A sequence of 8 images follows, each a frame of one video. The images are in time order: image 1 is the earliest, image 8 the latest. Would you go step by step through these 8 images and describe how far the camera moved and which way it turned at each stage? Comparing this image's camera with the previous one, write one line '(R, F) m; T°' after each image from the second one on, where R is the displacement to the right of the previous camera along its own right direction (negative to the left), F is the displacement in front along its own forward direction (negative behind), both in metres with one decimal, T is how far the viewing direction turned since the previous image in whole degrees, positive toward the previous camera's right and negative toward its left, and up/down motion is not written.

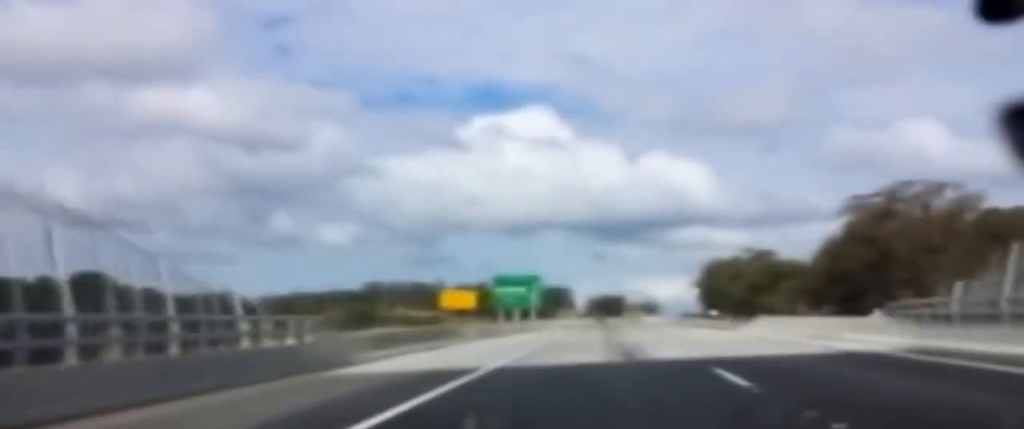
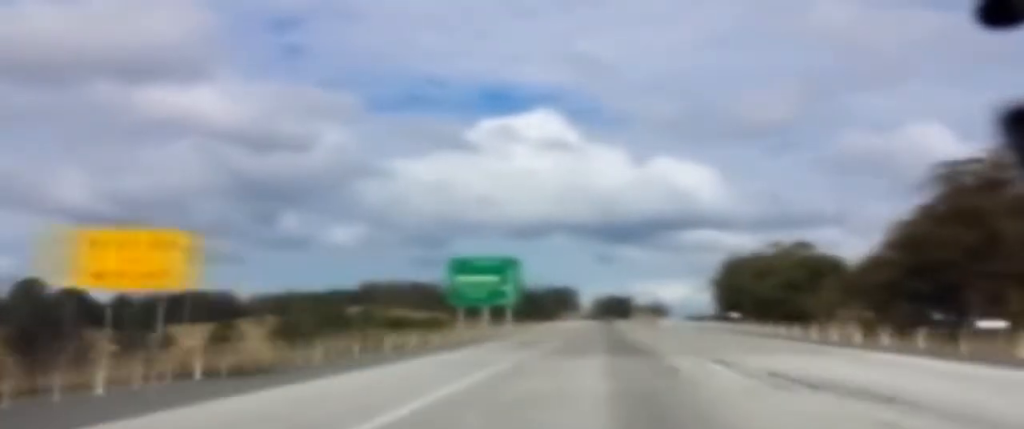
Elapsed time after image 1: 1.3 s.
(-0.6, +36.7) m; -1°
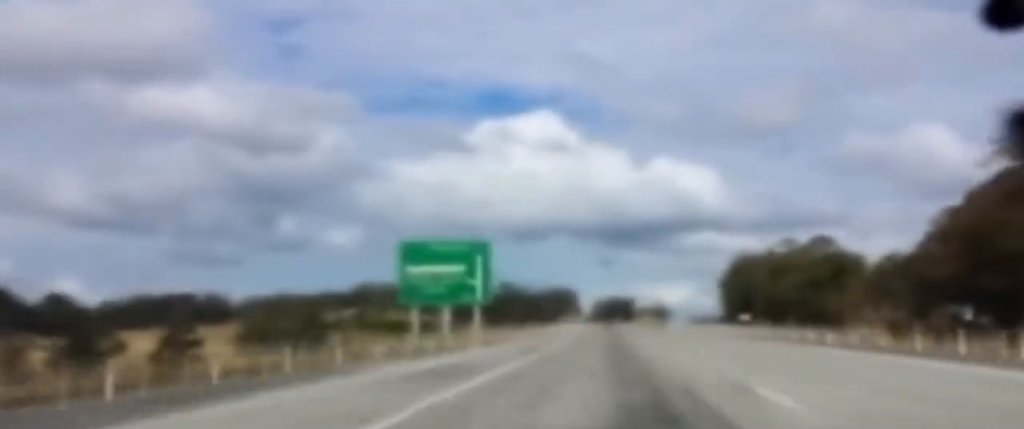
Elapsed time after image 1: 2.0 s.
(+0.2, +18.3) m; 0°
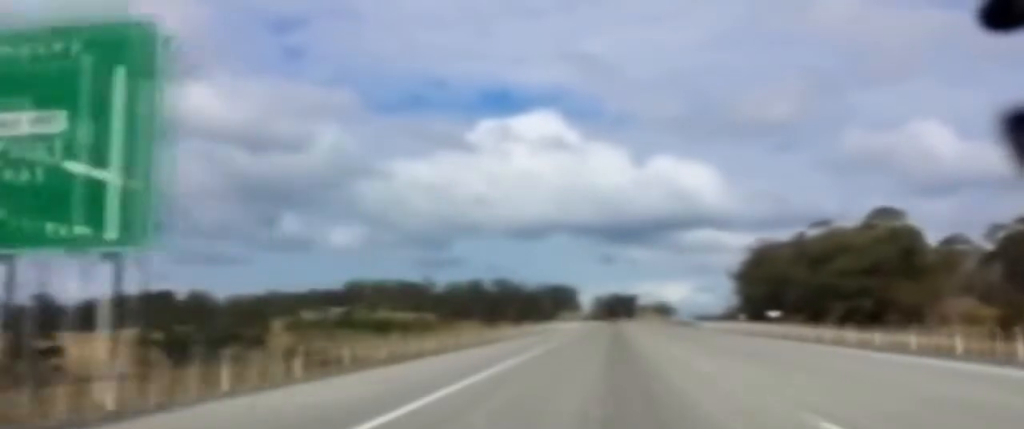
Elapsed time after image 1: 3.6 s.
(-0.3, +43.1) m; 0°
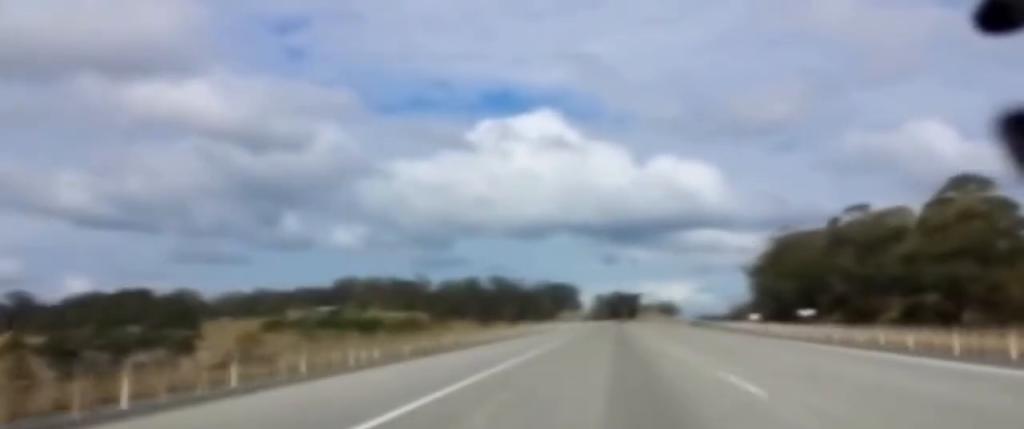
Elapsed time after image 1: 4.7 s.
(+0.5, +32.1) m; +1°
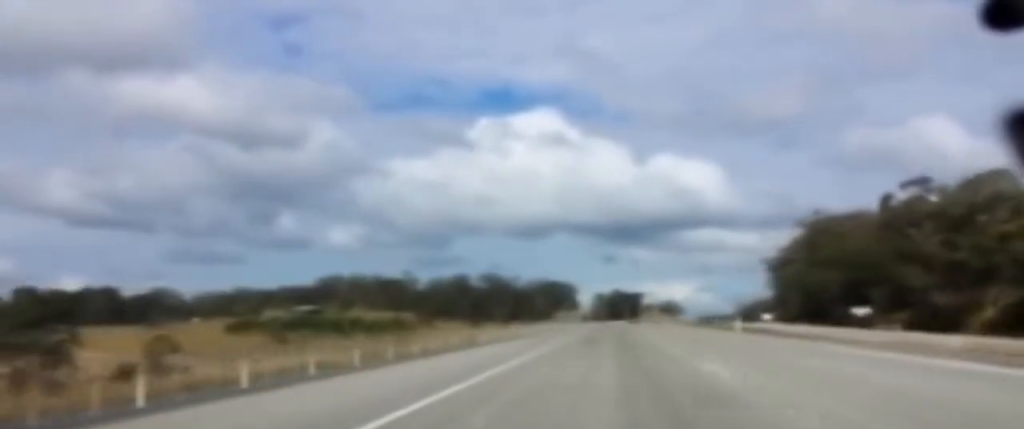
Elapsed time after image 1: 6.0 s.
(+0.1, +34.1) m; 0°
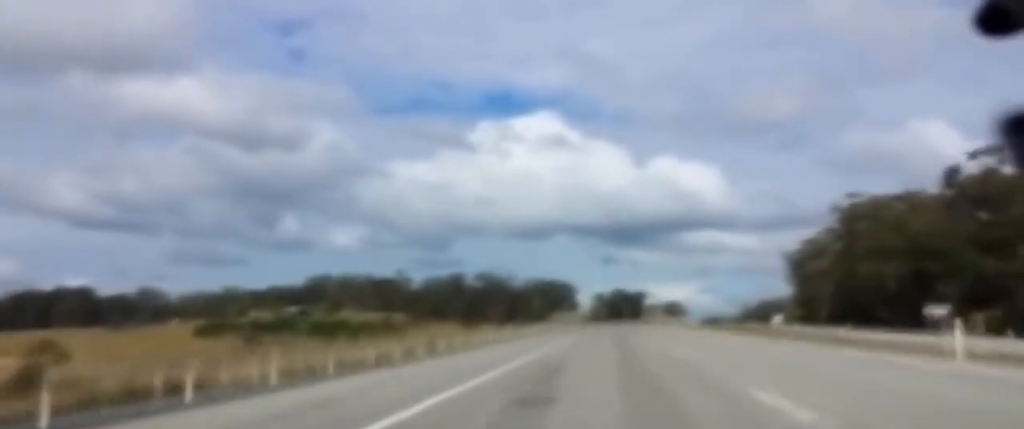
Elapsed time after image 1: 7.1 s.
(-0.1, +31.4) m; 0°
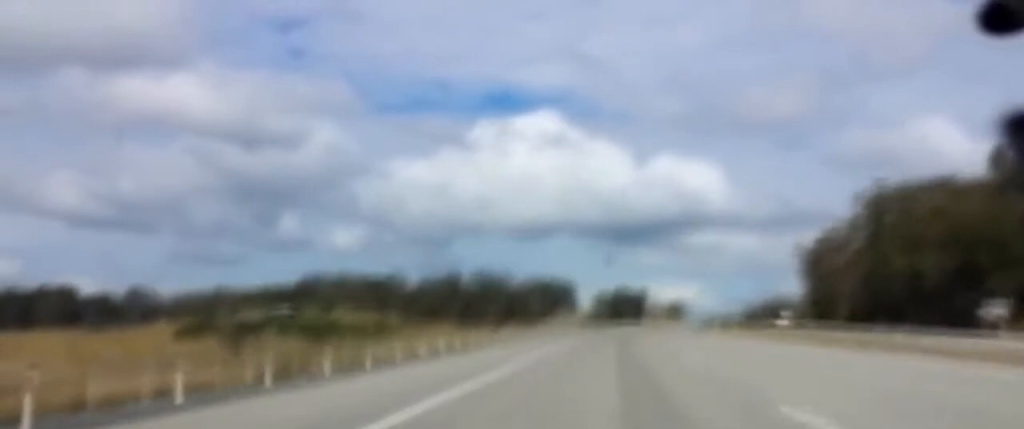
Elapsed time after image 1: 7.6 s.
(0.0, +14.9) m; 0°
